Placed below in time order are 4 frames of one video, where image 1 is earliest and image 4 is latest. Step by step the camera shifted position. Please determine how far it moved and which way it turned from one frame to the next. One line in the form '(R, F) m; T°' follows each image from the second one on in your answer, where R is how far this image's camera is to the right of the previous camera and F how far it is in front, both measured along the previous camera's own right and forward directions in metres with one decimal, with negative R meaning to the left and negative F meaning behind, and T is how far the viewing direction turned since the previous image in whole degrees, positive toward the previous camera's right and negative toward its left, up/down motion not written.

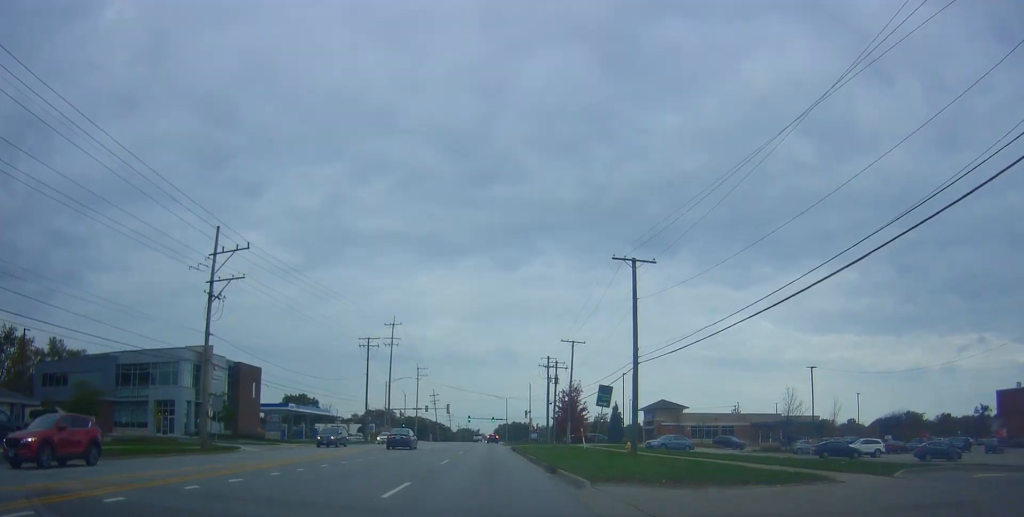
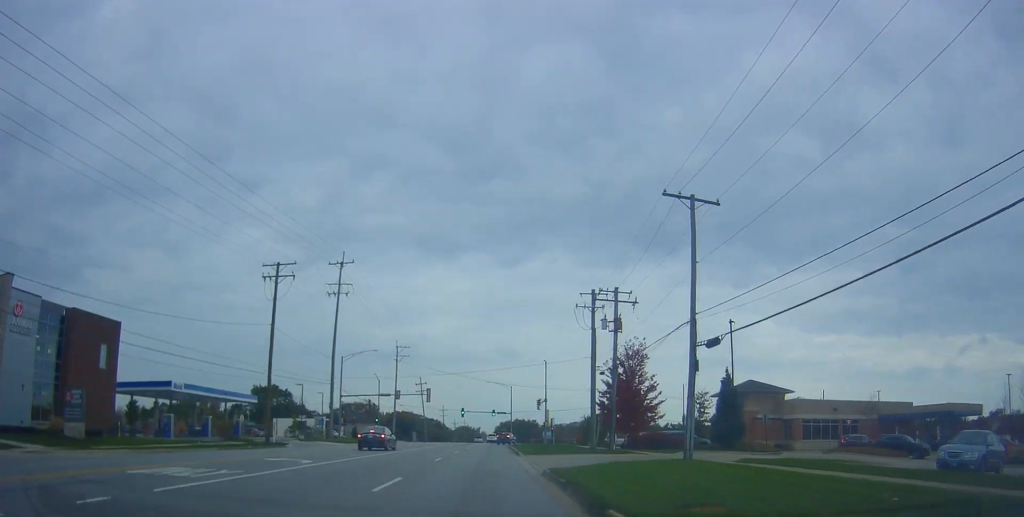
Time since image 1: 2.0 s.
(-0.8, +36.7) m; -1°
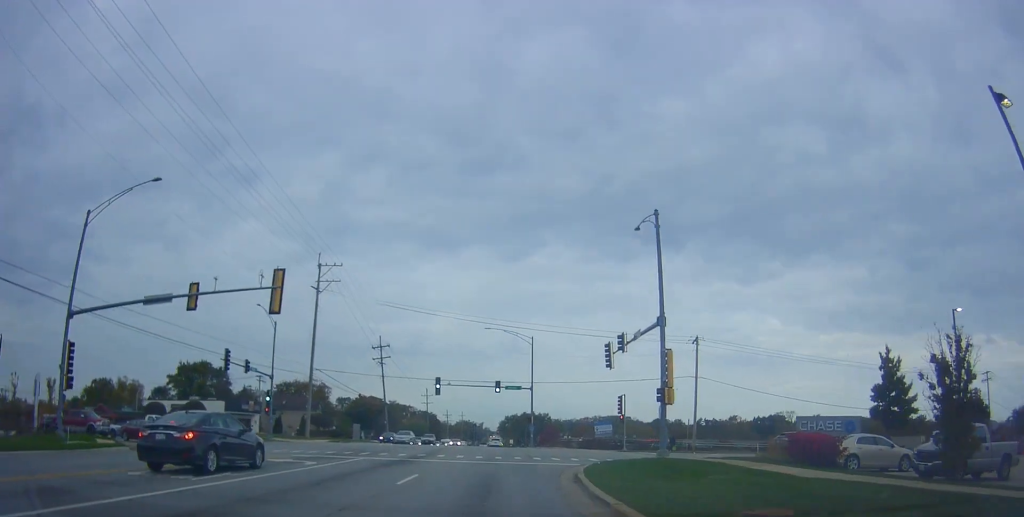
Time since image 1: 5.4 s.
(+1.2, +59.6) m; +1°
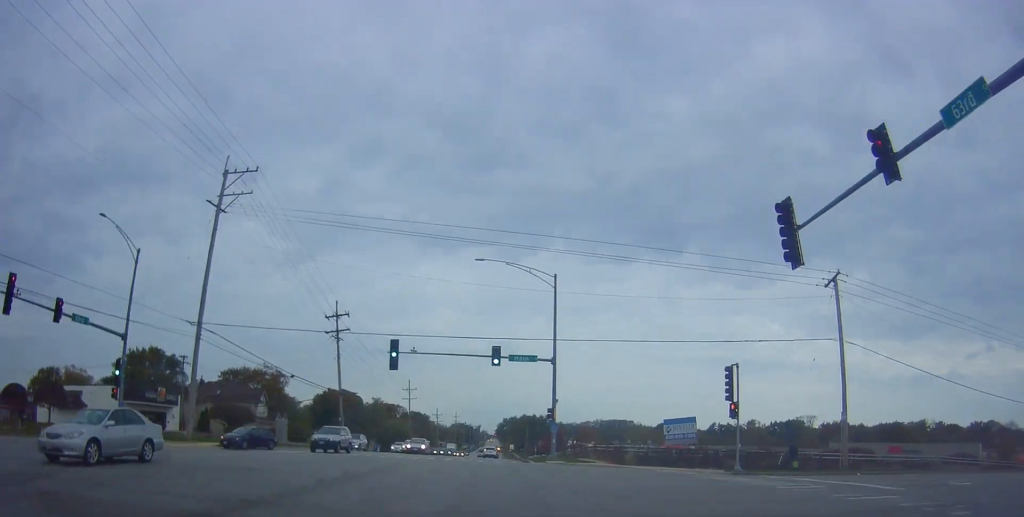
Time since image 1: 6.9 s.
(-0.3, +26.1) m; 0°
